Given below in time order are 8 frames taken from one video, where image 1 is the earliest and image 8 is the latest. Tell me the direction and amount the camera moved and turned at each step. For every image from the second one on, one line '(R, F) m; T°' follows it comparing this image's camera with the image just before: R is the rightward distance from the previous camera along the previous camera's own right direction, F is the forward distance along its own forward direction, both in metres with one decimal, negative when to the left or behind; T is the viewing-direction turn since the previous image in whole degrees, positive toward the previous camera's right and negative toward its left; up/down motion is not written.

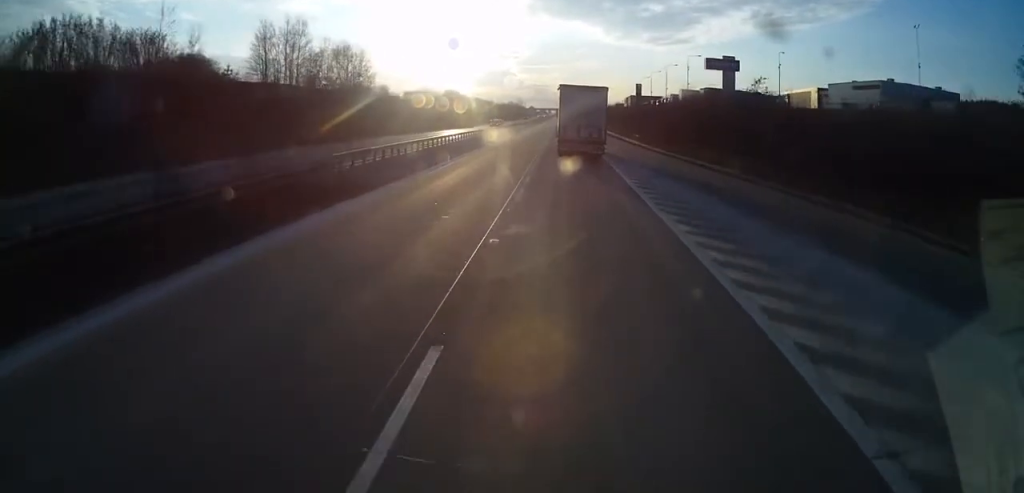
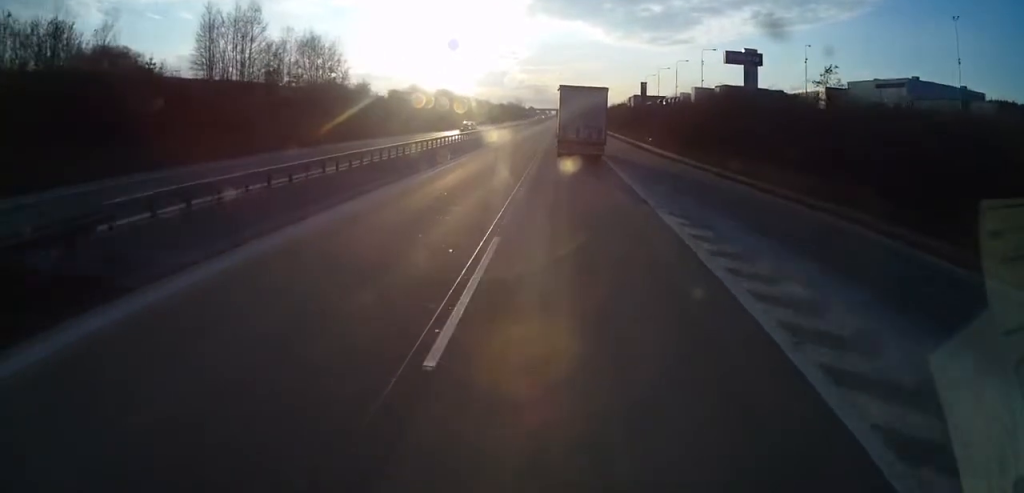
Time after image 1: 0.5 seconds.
(-0.3, +12.4) m; 0°
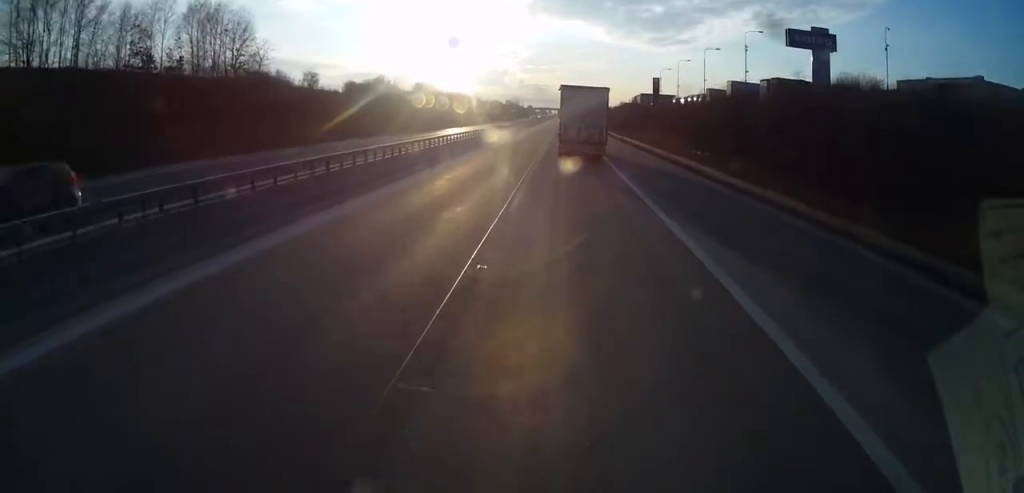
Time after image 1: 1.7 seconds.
(+0.2, +26.3) m; +1°
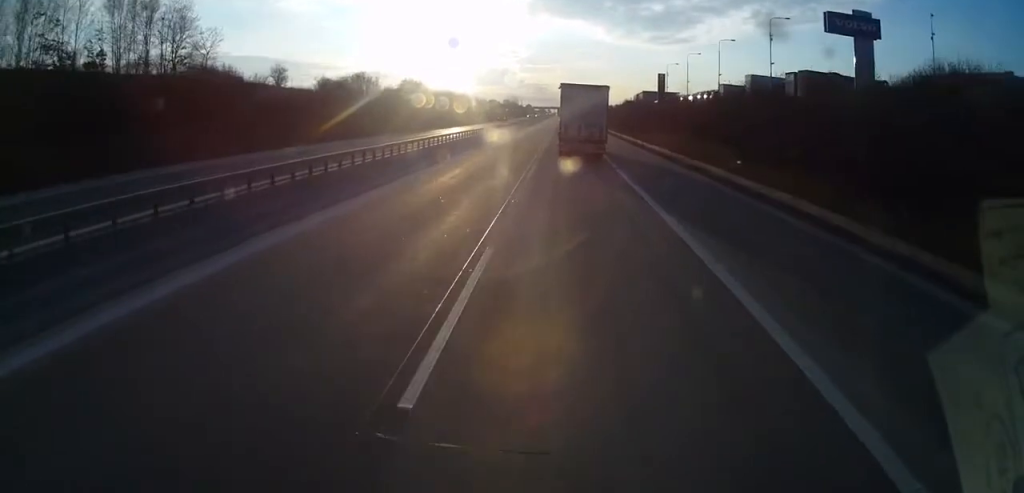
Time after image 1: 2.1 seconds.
(+0.1, +10.8) m; 0°
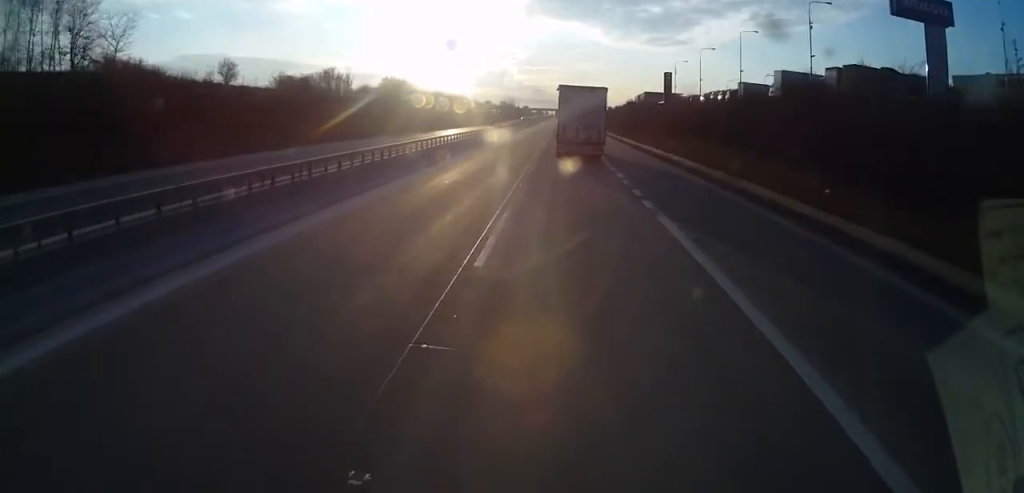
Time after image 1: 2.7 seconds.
(0.0, +13.1) m; 0°
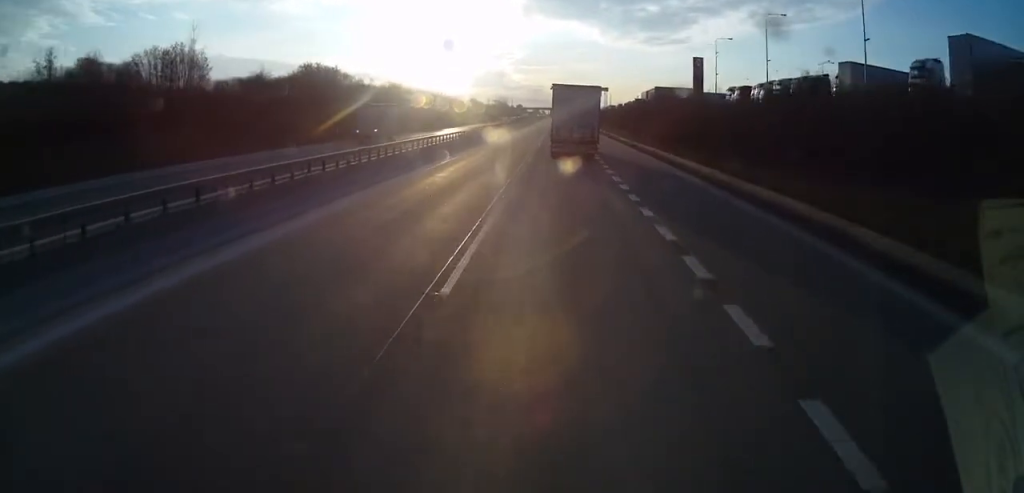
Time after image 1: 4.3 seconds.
(-0.1, +37.7) m; 0°
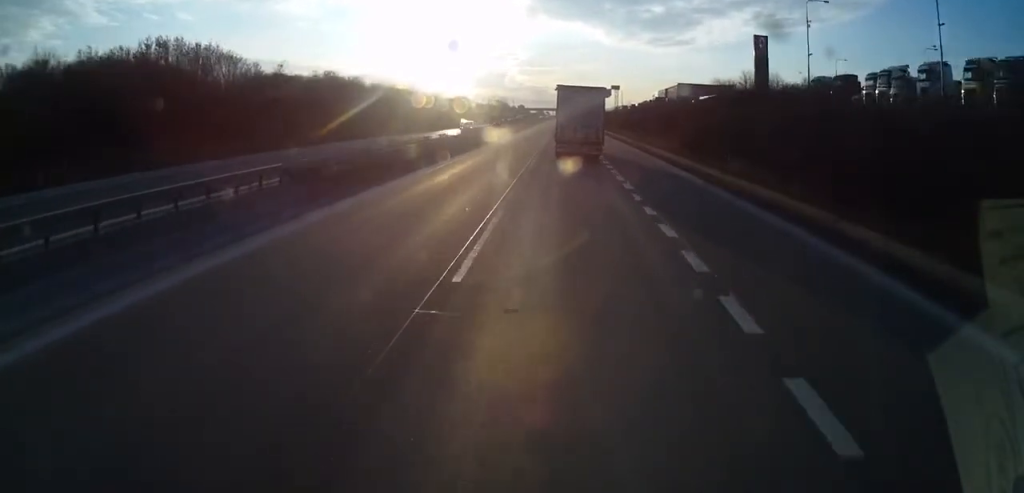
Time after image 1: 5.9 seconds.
(0.0, +35.6) m; 0°
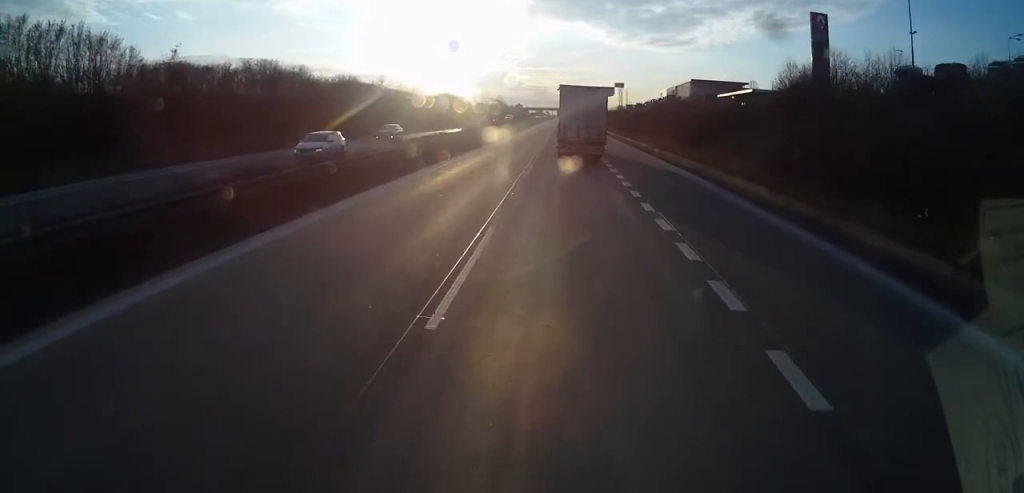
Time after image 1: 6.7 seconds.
(+0.1, +20.2) m; 0°
